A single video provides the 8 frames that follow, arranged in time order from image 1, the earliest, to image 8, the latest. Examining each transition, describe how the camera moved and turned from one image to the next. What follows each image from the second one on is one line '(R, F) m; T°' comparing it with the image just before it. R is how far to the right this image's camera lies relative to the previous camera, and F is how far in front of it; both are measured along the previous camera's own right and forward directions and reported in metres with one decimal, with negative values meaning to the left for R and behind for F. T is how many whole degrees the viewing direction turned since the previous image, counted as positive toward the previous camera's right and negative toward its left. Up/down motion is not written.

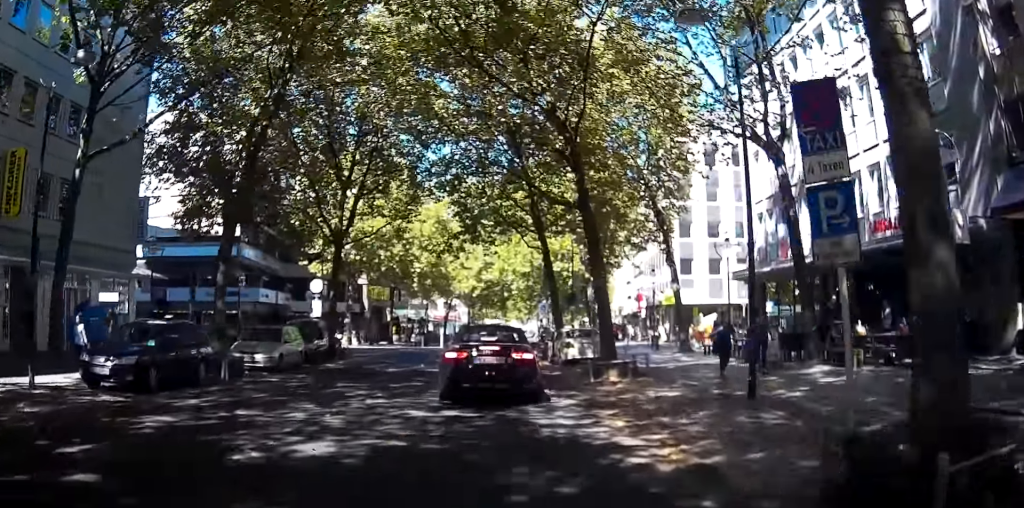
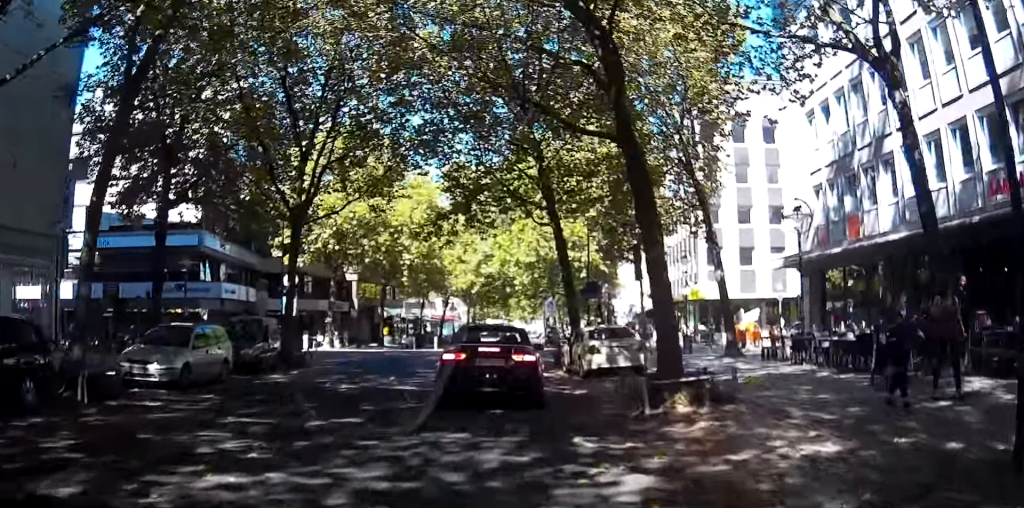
(+0.2, +6.1) m; +2°
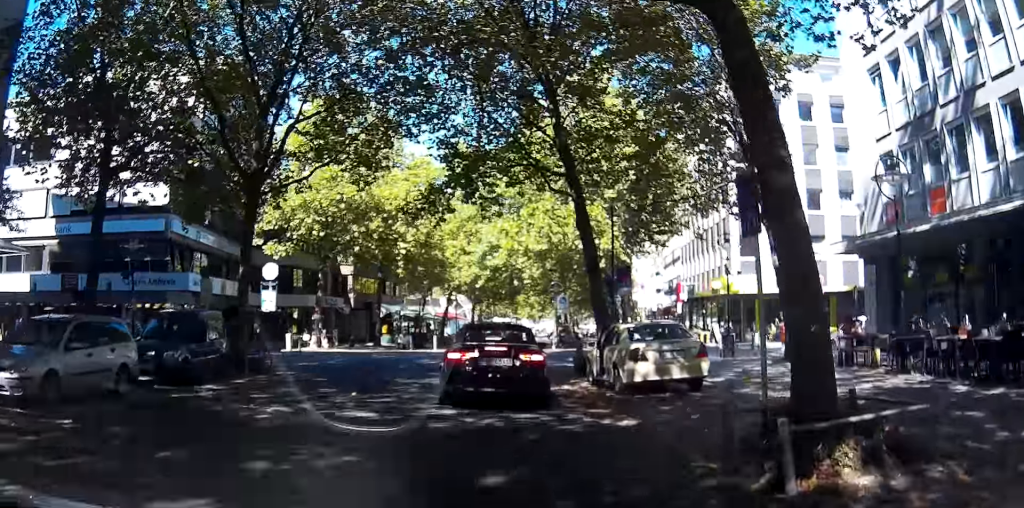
(+0.1, +4.5) m; -1°
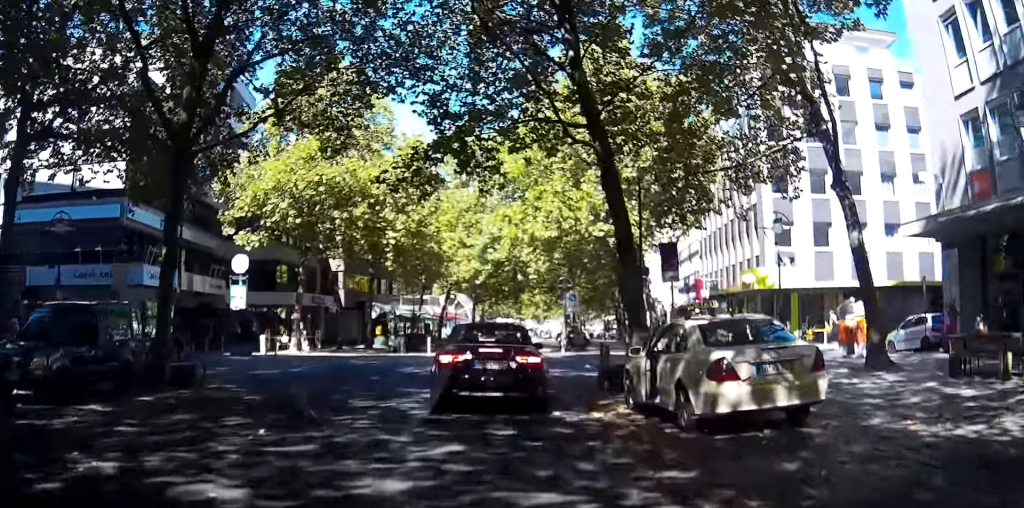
(-0.1, +3.8) m; -5°
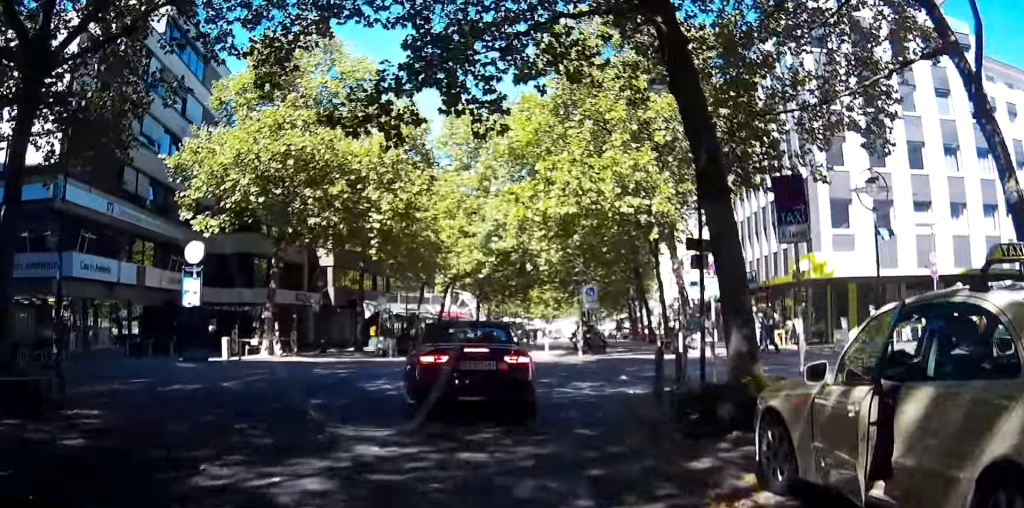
(-0.4, +3.6) m; -16°
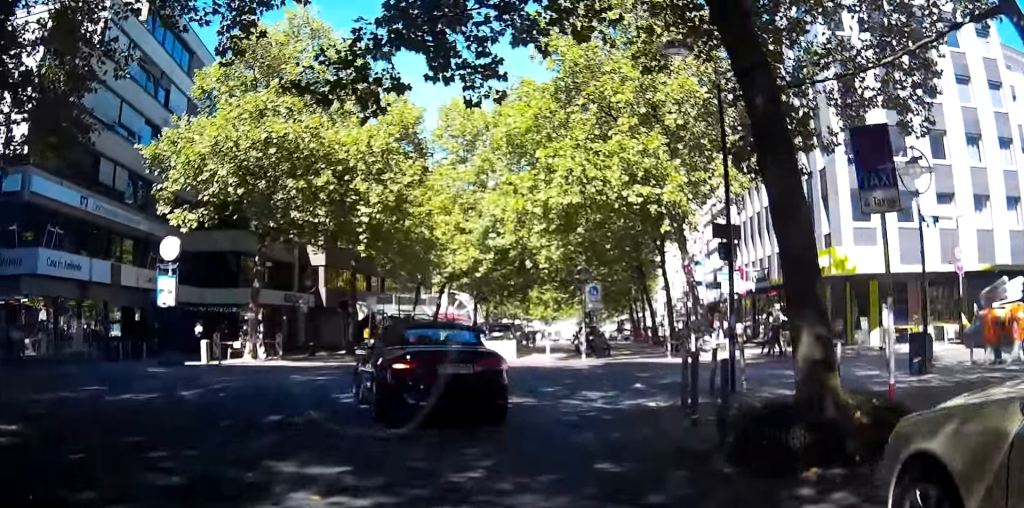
(-0.1, +1.4) m; -7°
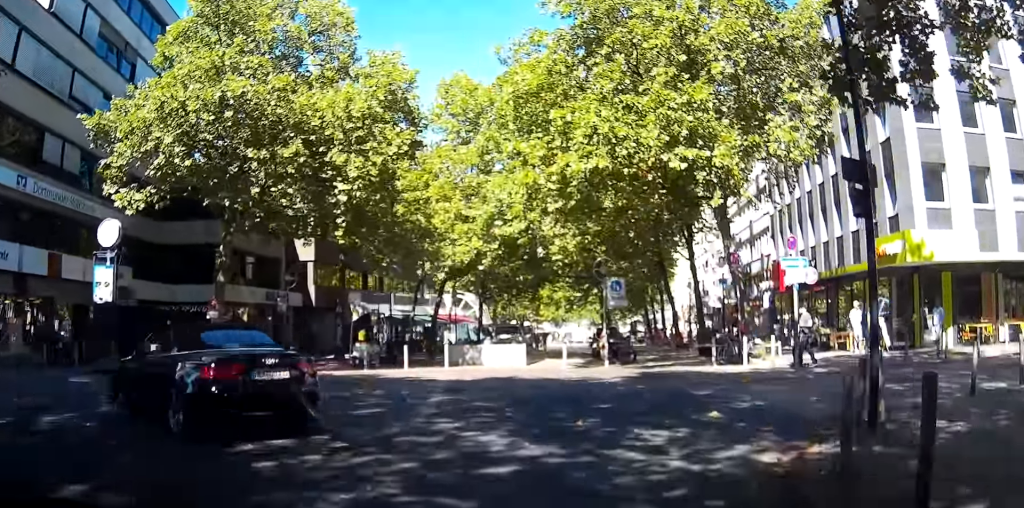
(-0.5, +4.8) m; -16°
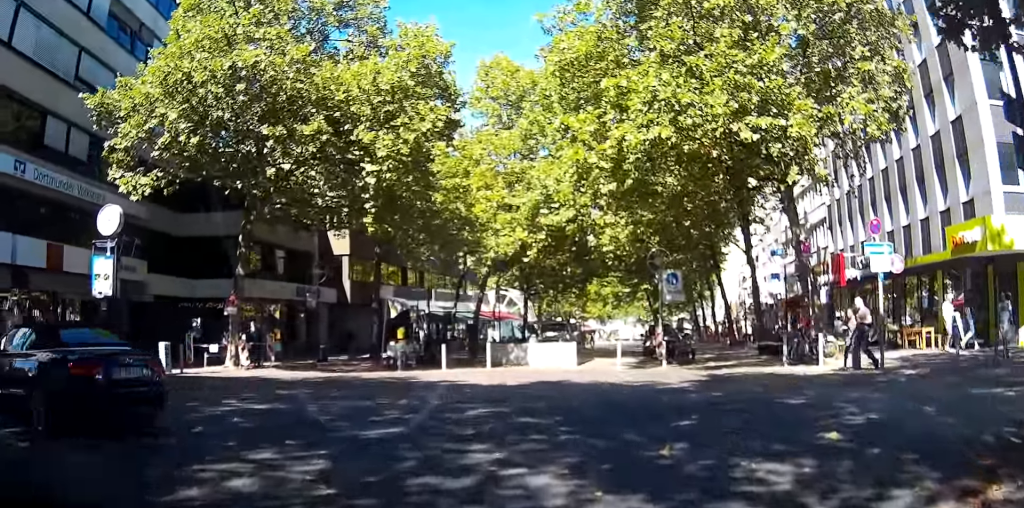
(-0.2, +3.4) m; -12°
